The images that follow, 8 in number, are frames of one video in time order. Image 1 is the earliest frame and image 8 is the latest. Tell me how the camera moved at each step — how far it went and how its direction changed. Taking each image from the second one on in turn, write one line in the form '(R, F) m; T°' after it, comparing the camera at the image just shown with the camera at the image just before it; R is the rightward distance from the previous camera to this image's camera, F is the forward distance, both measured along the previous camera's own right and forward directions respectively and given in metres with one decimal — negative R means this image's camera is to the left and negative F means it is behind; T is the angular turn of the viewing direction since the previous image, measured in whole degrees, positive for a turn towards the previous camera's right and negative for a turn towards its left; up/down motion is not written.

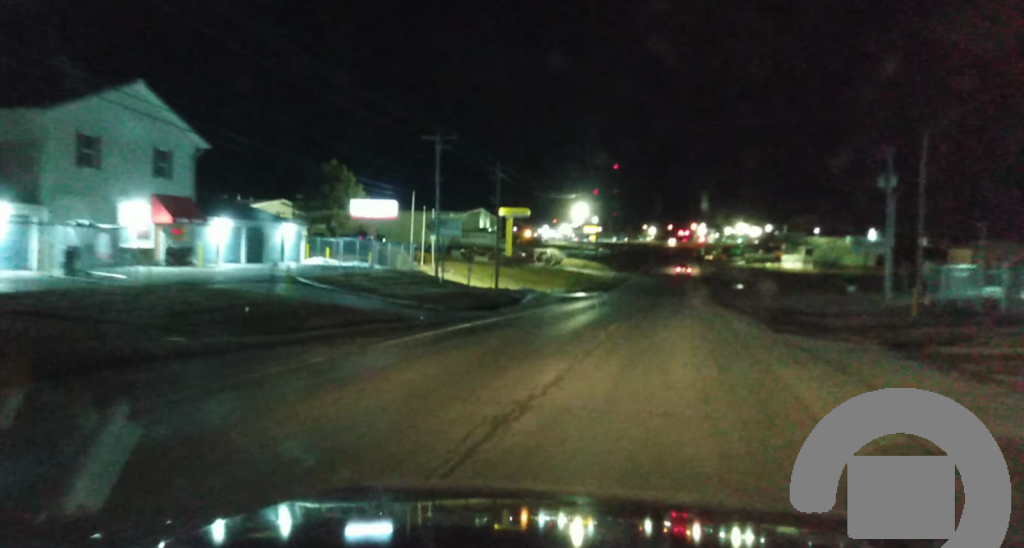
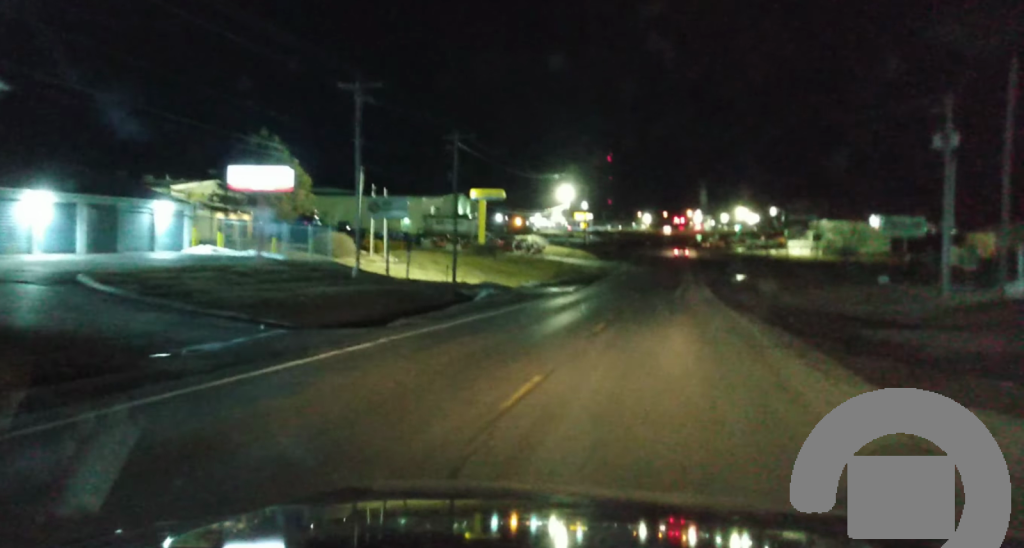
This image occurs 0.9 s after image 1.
(-0.7, +14.9) m; -1°
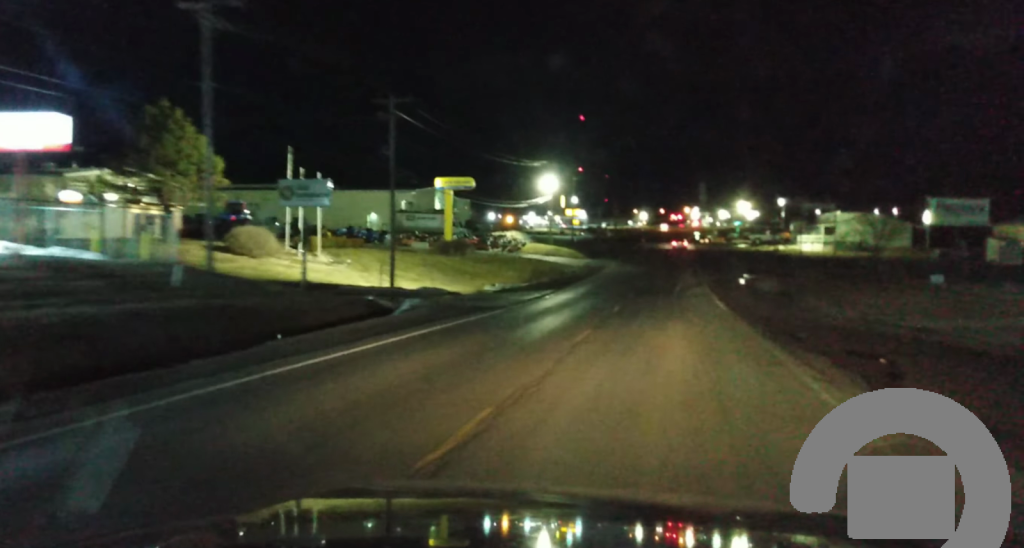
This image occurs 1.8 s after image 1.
(+0.5, +14.5) m; +1°
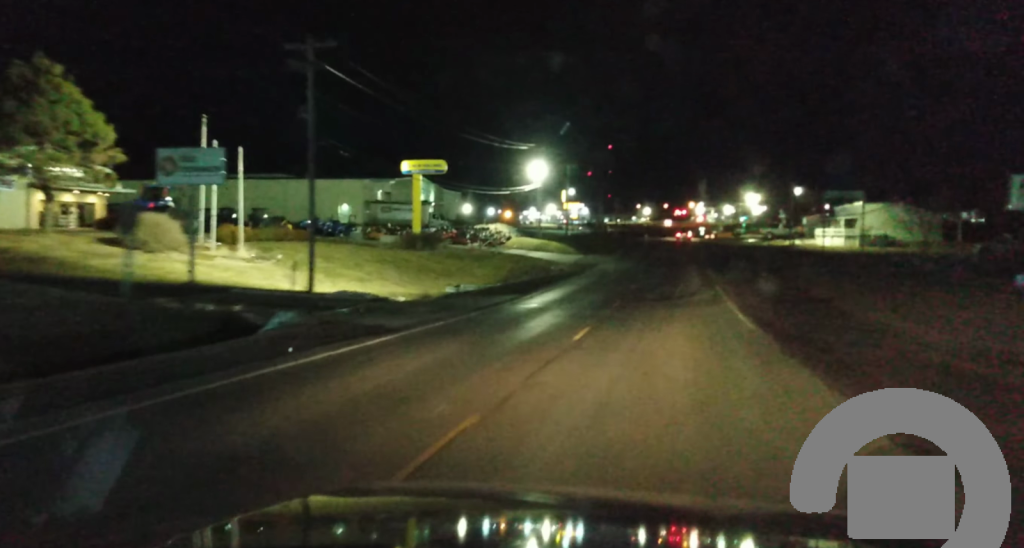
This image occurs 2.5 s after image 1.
(-0.2, +12.9) m; -1°
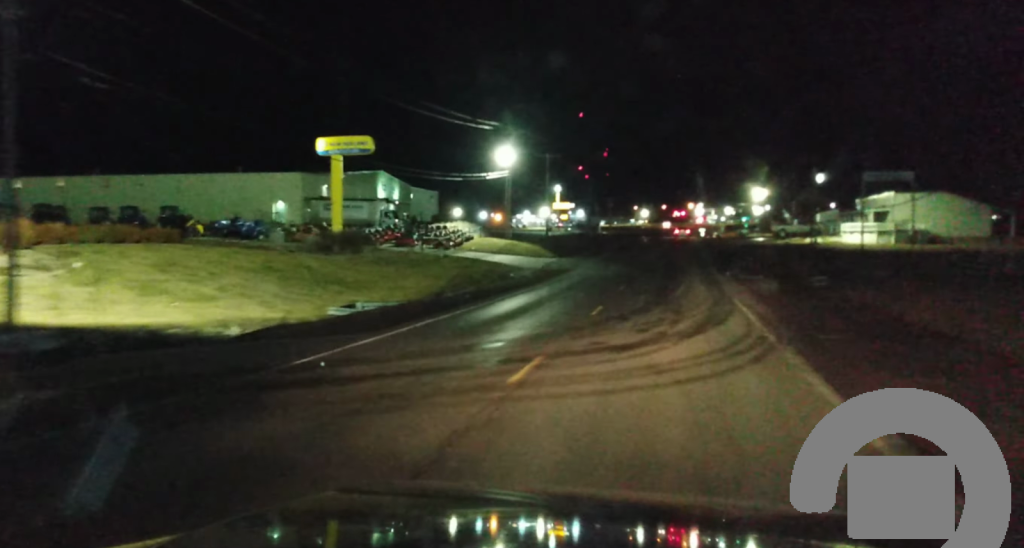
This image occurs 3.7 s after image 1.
(-0.2, +19.4) m; 0°
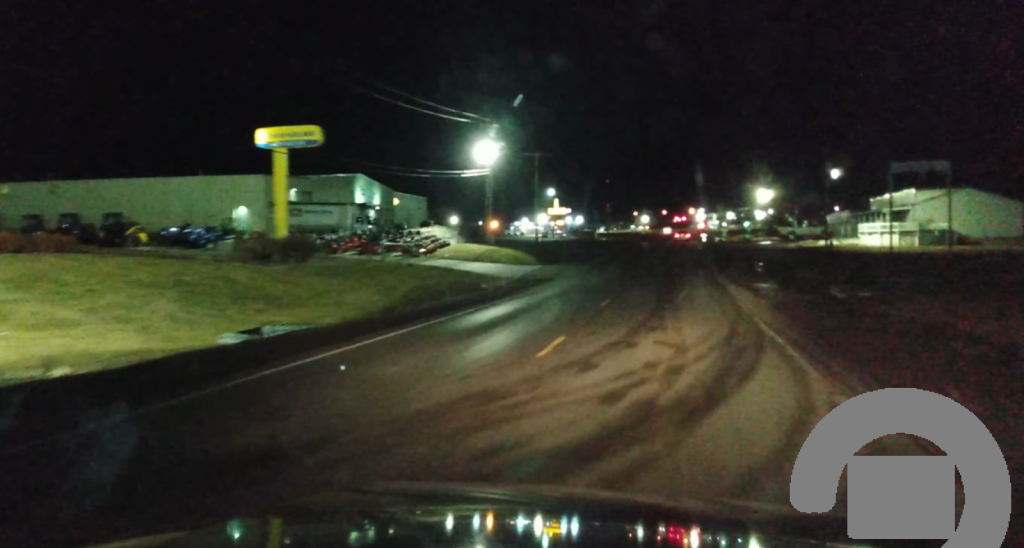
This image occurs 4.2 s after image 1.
(+0.1, +8.9) m; 0°
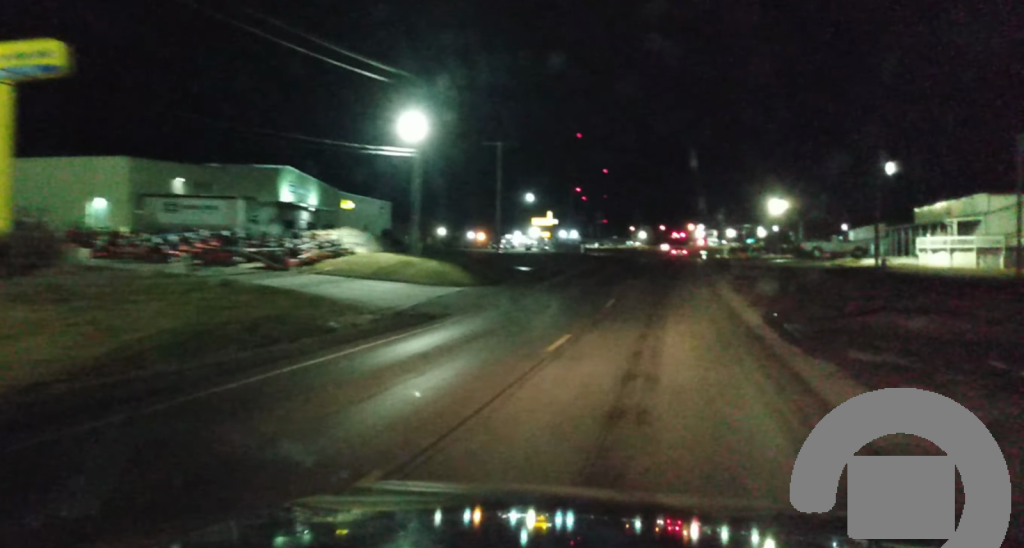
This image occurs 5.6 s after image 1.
(+0.2, +22.6) m; +1°
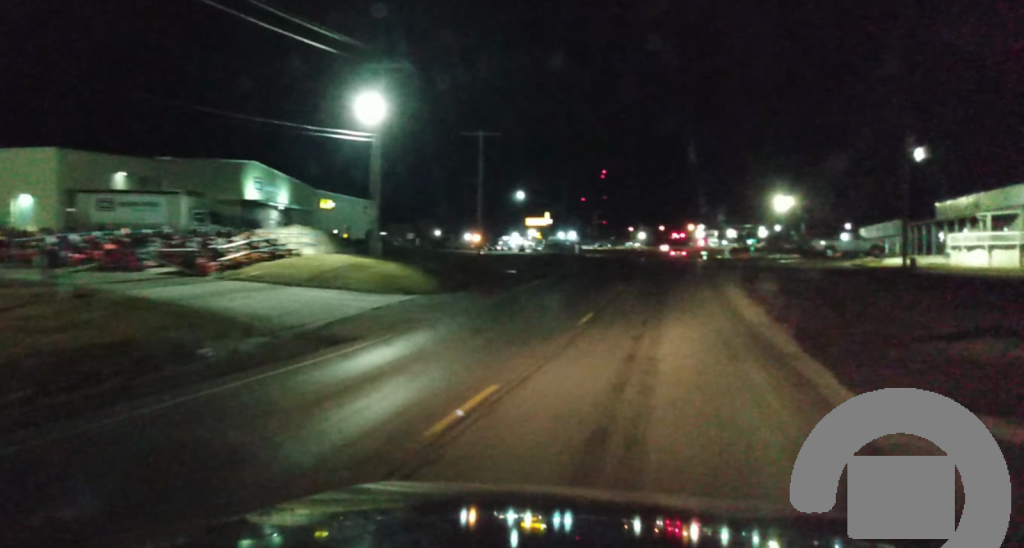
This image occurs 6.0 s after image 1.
(0.0, +8.3) m; 0°
